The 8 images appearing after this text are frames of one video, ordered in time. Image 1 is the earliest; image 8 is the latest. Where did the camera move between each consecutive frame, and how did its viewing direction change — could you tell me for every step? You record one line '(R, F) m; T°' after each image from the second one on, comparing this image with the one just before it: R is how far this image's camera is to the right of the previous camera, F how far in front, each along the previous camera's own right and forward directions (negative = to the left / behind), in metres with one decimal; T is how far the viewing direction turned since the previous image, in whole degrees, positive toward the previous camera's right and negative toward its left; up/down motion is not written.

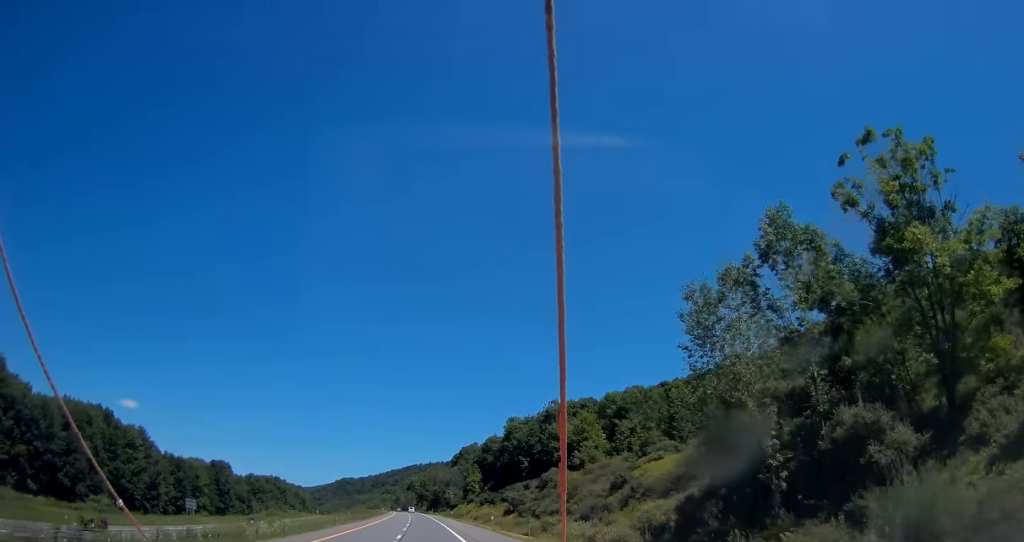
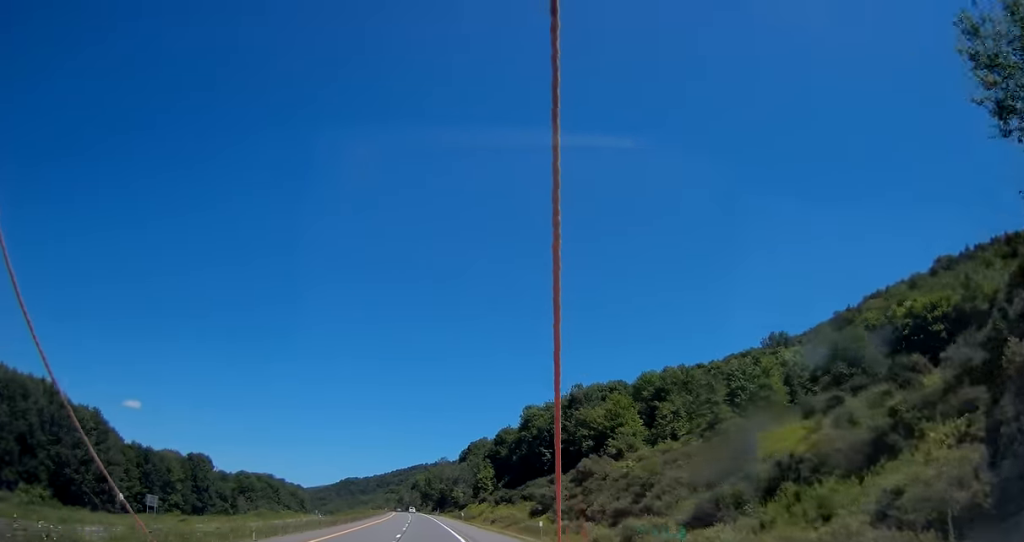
(-0.4, +24.7) m; -1°
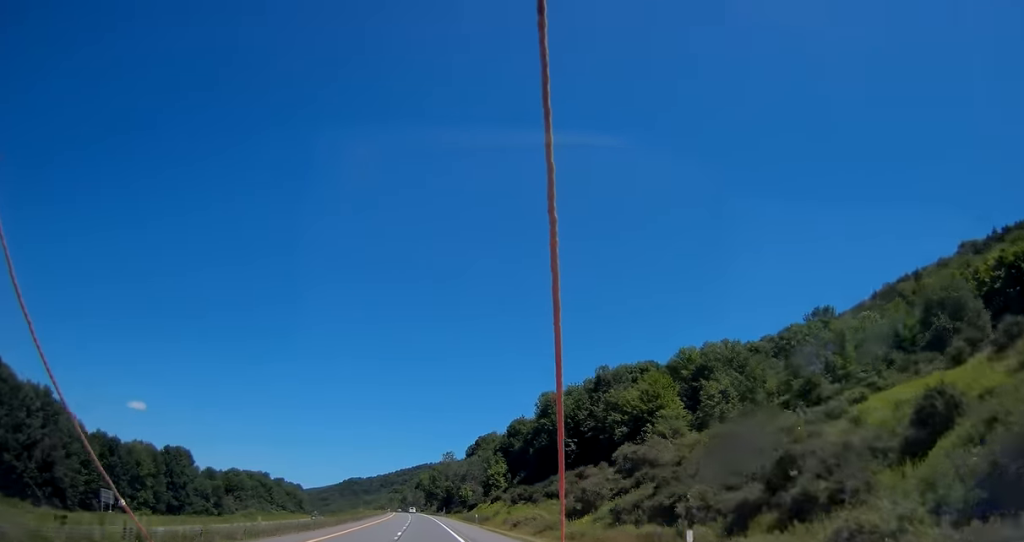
(0.0, +20.7) m; 0°
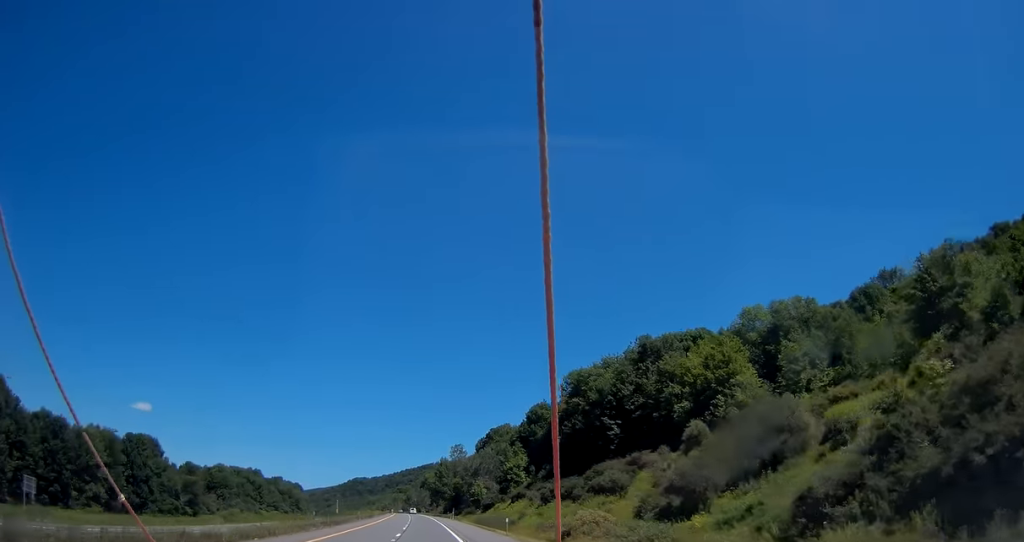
(0.0, +25.8) m; 0°
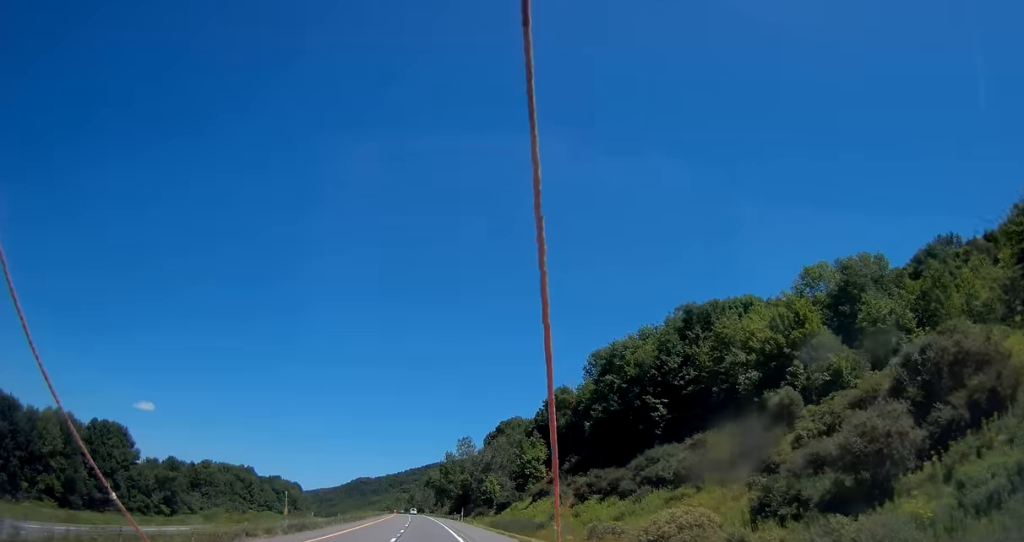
(+0.1, +18.6) m; -1°
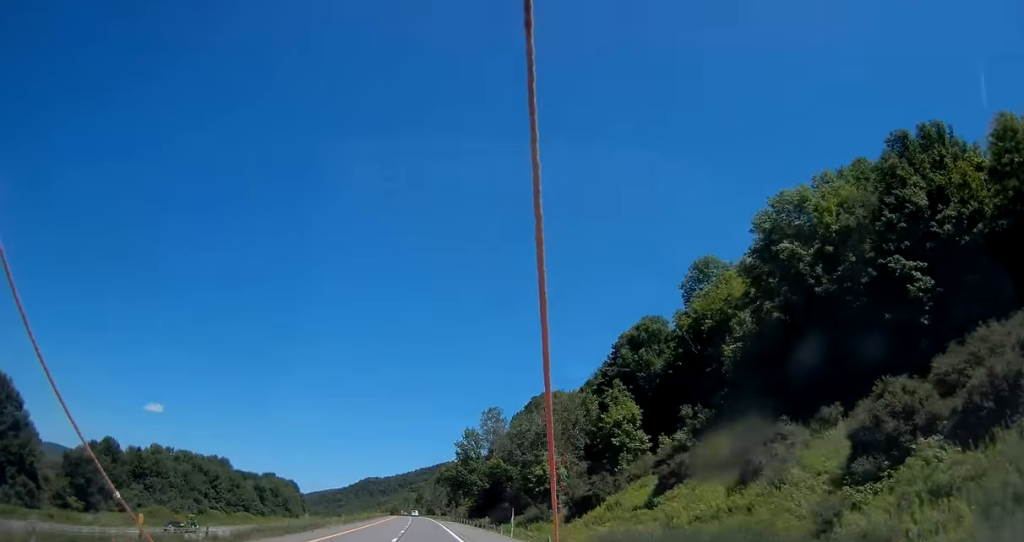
(-1.1, +47.7) m; -2°
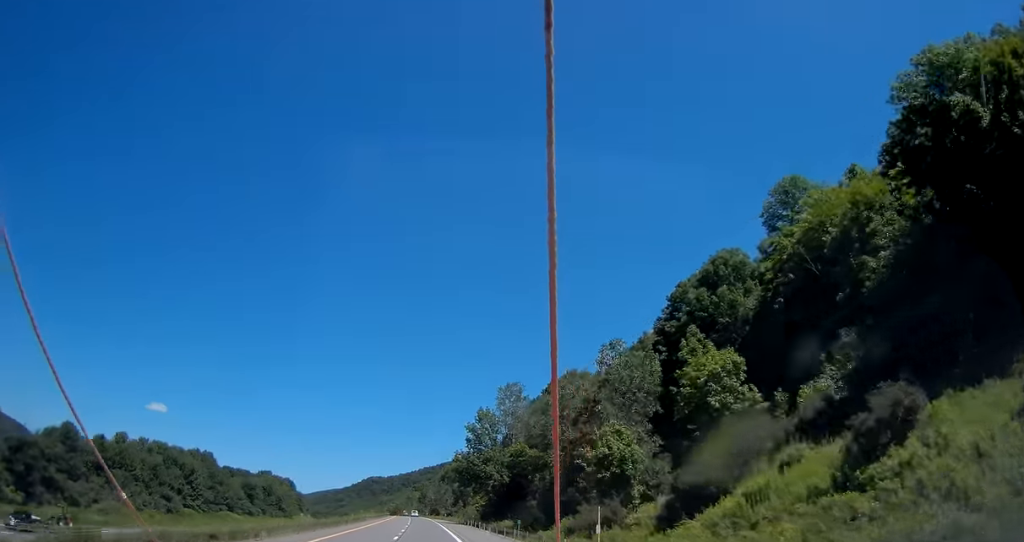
(-0.1, +21.8) m; 0°
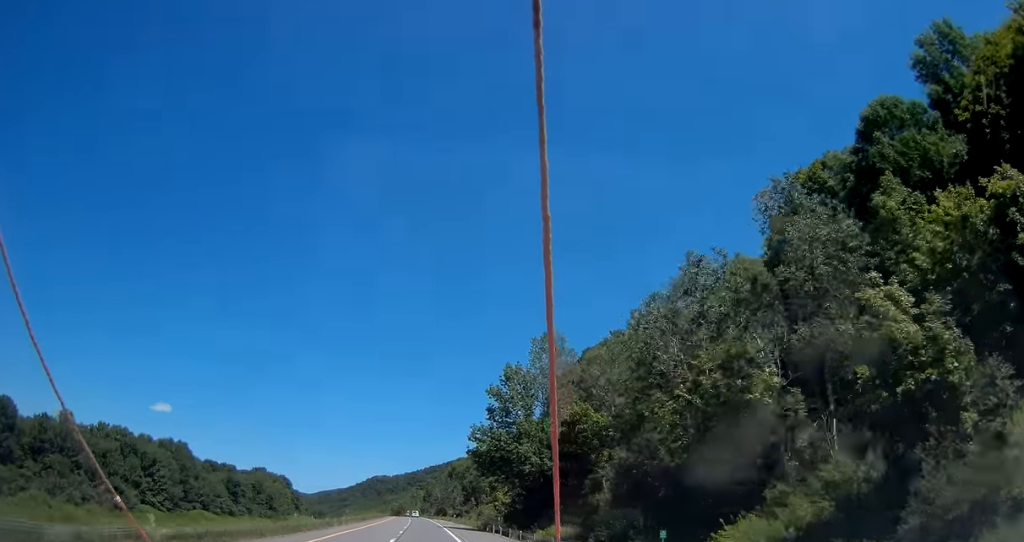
(+0.4, +27.0) m; 0°
